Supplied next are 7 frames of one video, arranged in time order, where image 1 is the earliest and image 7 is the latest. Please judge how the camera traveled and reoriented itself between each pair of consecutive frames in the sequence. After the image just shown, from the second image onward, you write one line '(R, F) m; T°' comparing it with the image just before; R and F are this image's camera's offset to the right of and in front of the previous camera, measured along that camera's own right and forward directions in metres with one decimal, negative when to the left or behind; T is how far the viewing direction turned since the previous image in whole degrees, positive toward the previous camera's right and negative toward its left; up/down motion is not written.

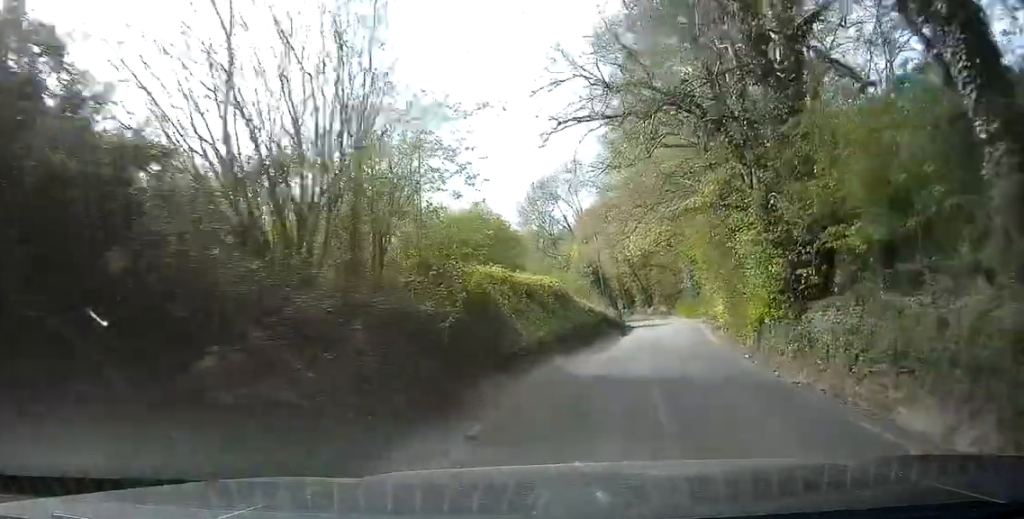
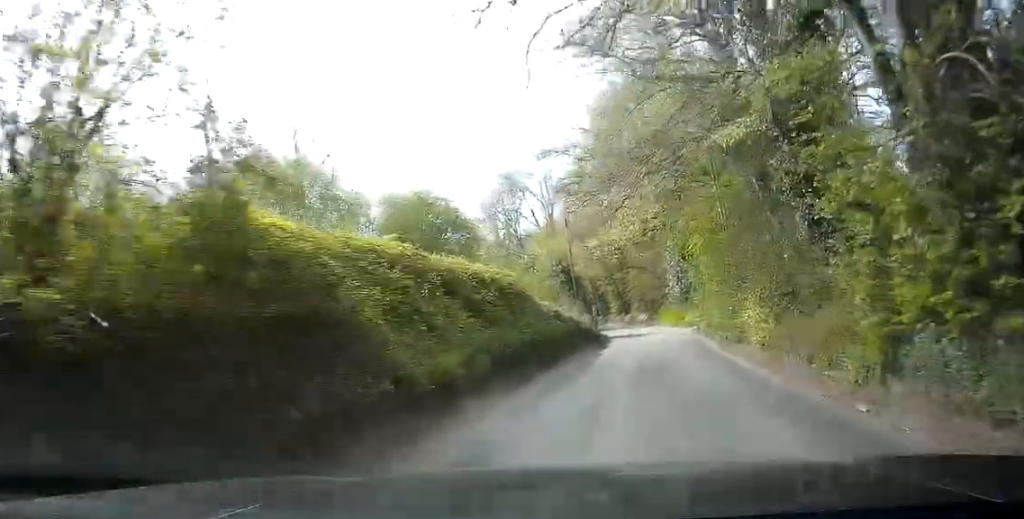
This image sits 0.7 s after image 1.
(+0.1, +8.9) m; +2°
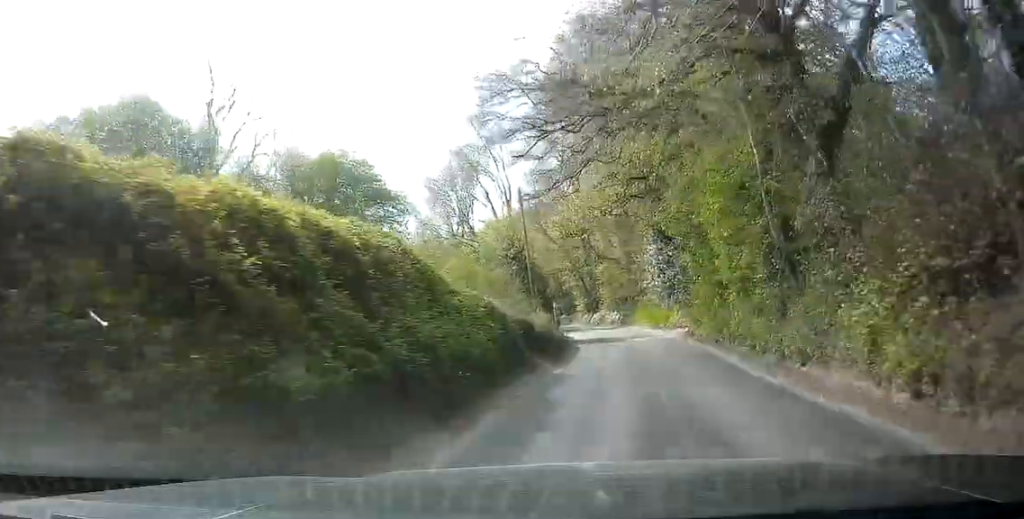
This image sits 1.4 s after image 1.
(+0.4, +9.1) m; +3°
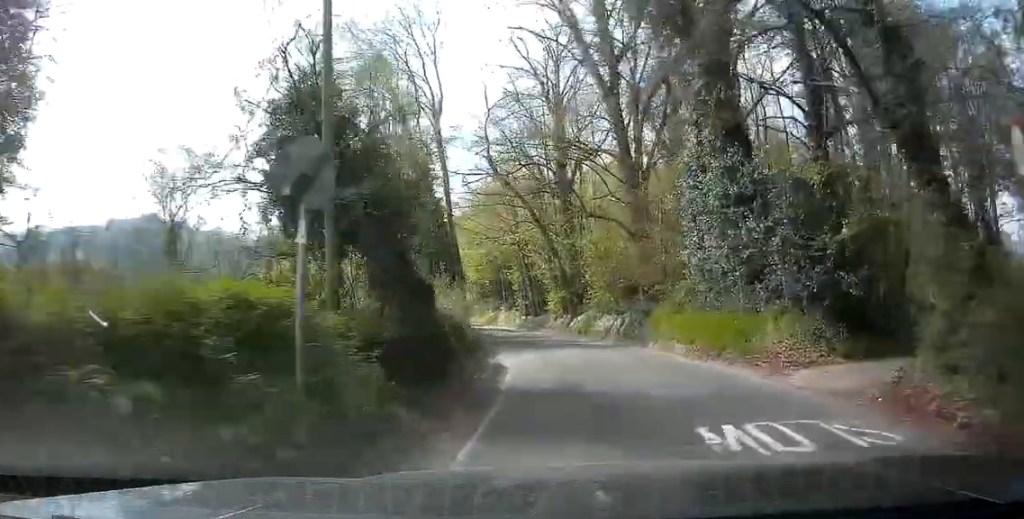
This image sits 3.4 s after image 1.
(+1.2, +23.6) m; +8°
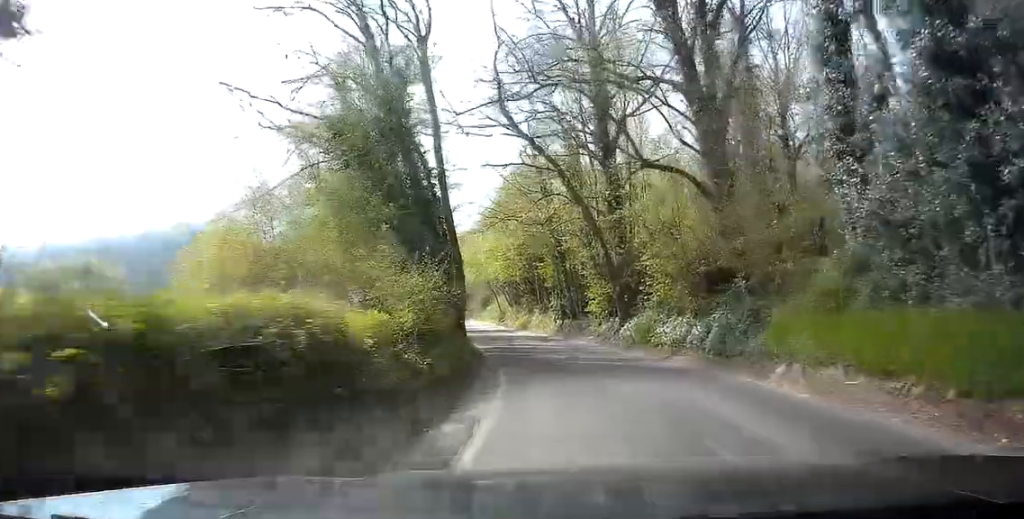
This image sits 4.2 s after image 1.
(+0.4, +9.8) m; +4°
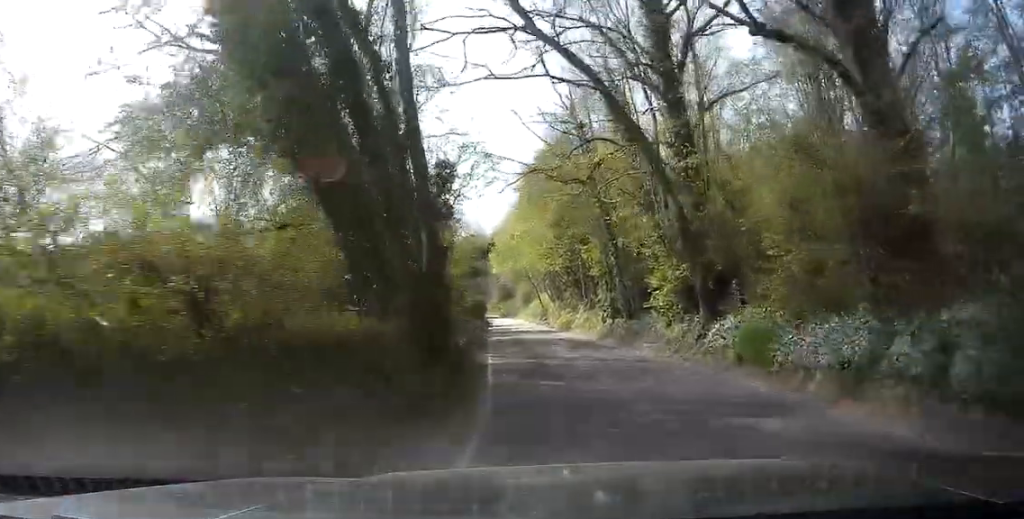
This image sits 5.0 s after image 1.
(+0.3, +8.8) m; +2°
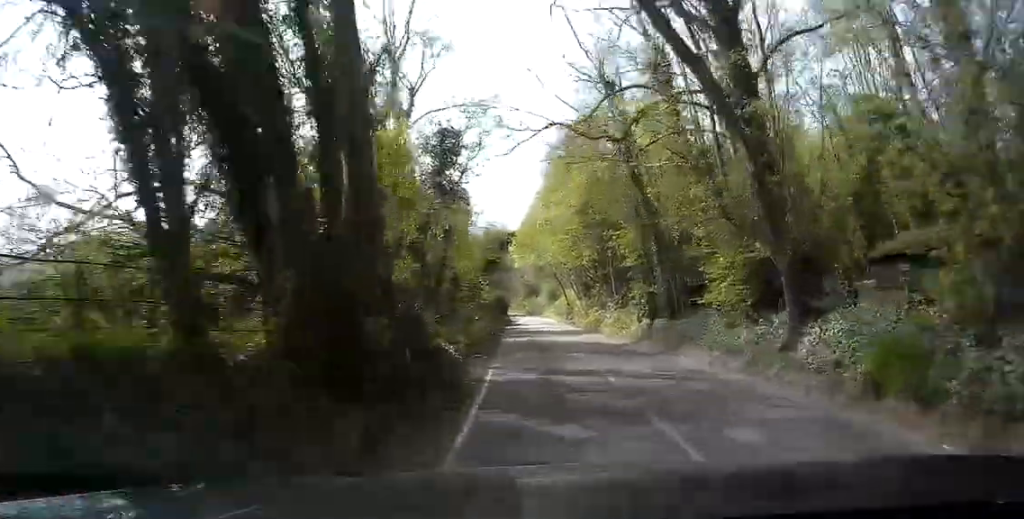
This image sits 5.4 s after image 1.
(+0.1, +5.1) m; +1°
